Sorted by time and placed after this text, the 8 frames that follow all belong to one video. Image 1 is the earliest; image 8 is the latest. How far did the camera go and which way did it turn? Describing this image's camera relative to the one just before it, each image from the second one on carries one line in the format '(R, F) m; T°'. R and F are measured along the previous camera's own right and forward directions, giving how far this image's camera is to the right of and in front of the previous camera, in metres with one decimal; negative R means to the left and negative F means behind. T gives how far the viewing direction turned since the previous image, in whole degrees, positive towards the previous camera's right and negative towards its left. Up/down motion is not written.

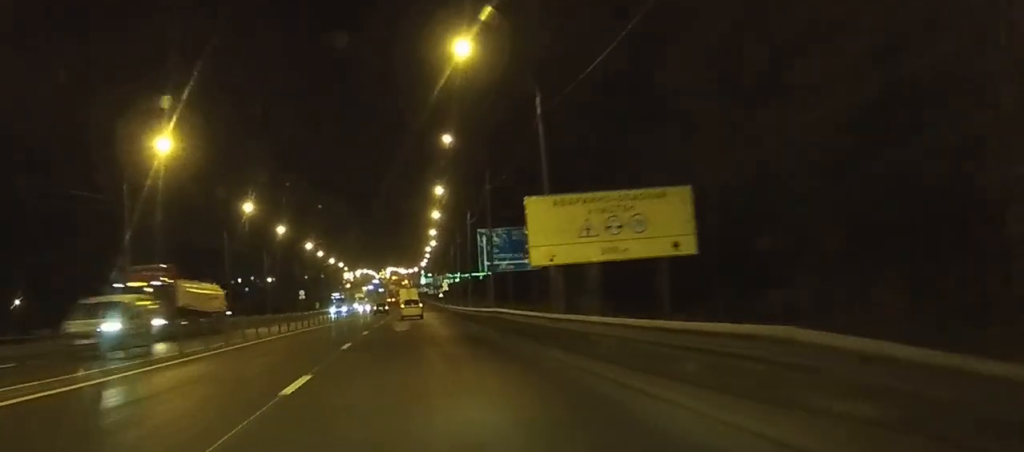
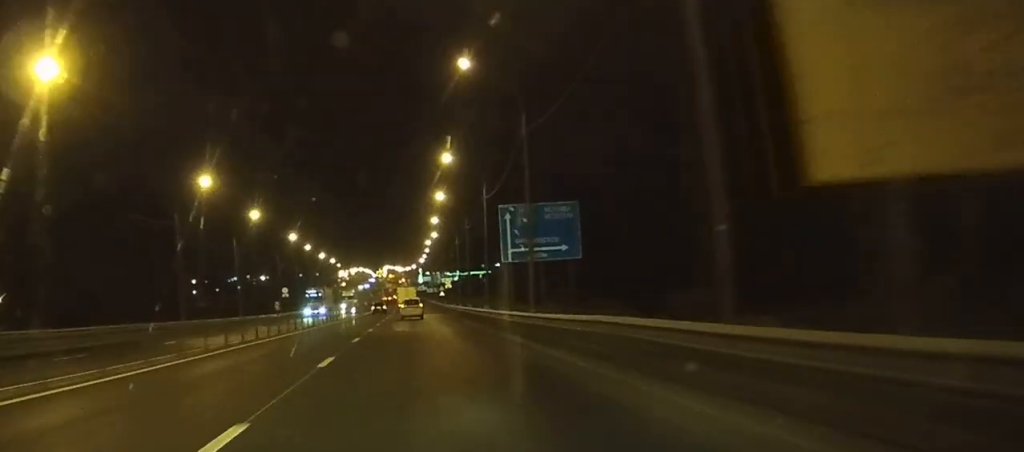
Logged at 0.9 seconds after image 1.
(+0.1, +17.7) m; +1°
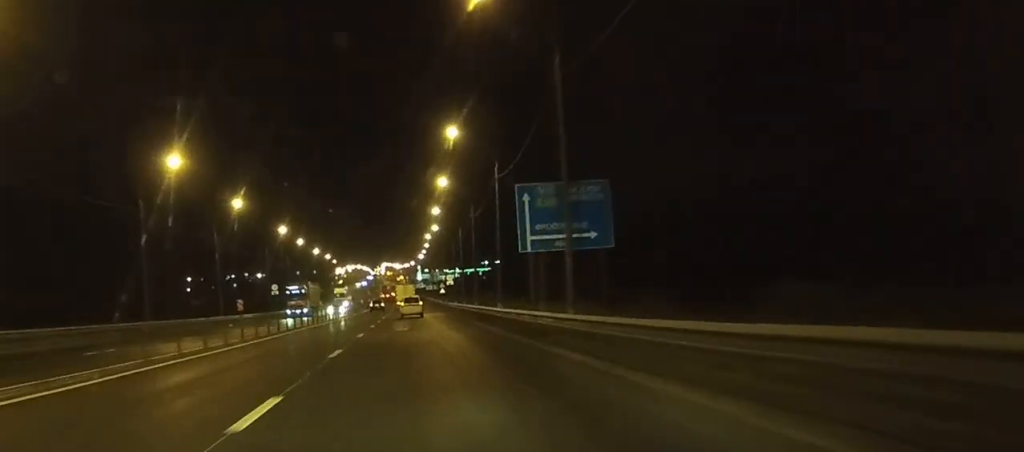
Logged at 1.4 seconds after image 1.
(+0.1, +8.8) m; 0°
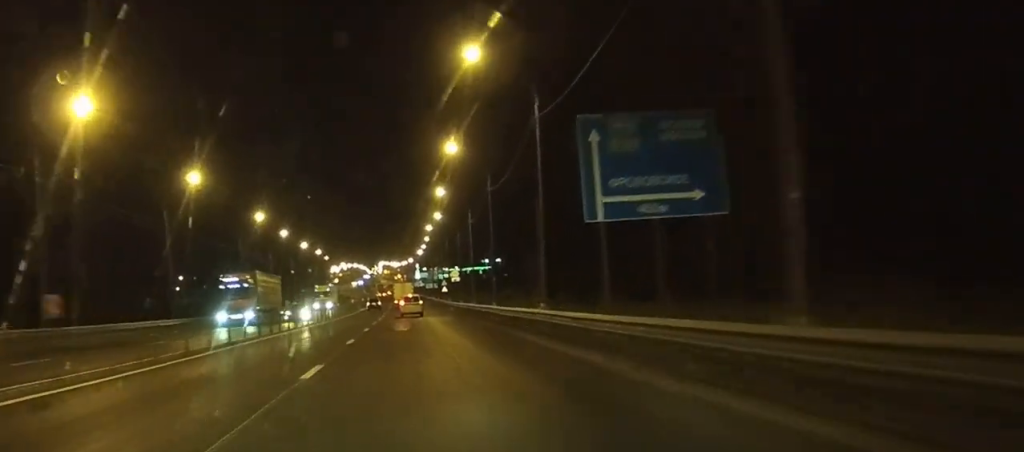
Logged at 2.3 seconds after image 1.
(+0.1, +17.0) m; 0°
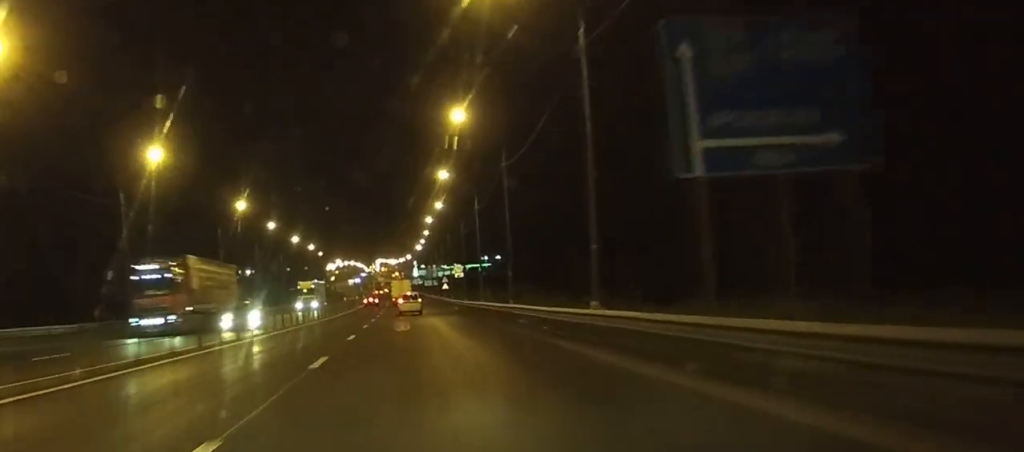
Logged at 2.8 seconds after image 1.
(0.0, +10.1) m; 0°
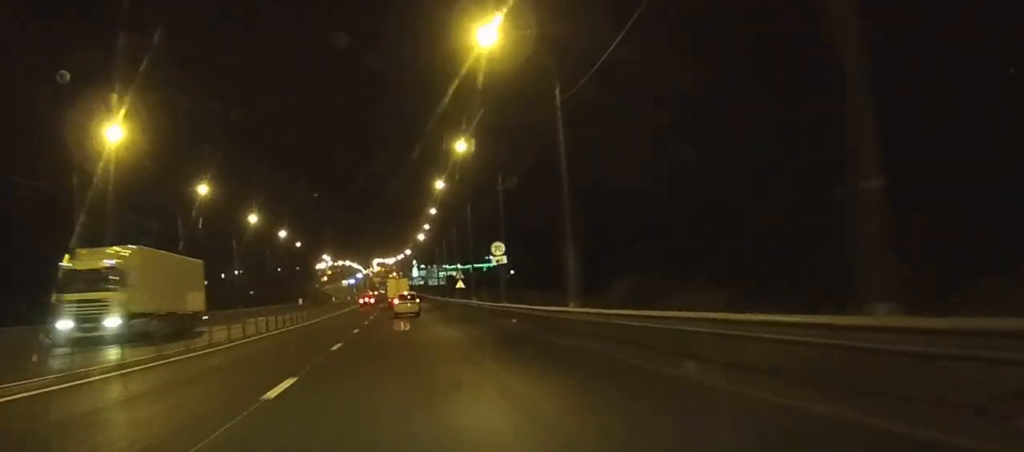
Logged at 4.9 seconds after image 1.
(-0.2, +39.6) m; -1°
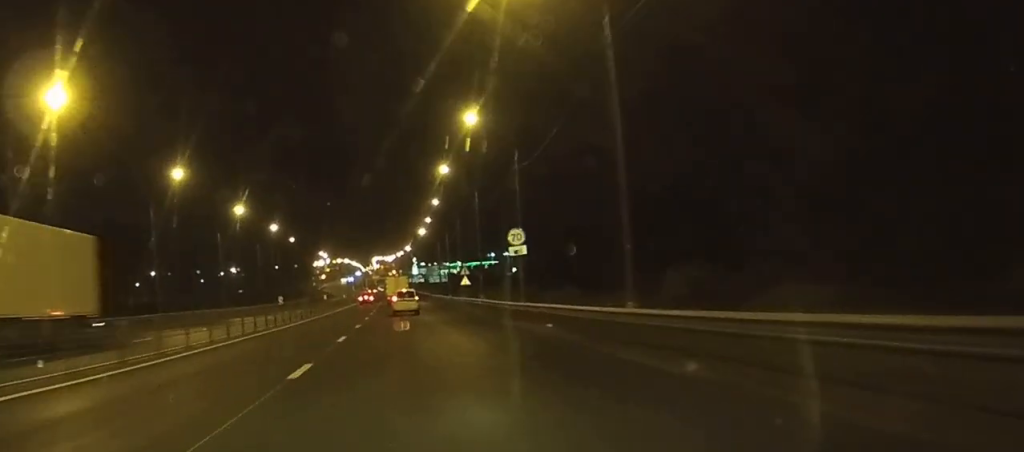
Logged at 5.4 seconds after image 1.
(0.0, +8.8) m; 0°
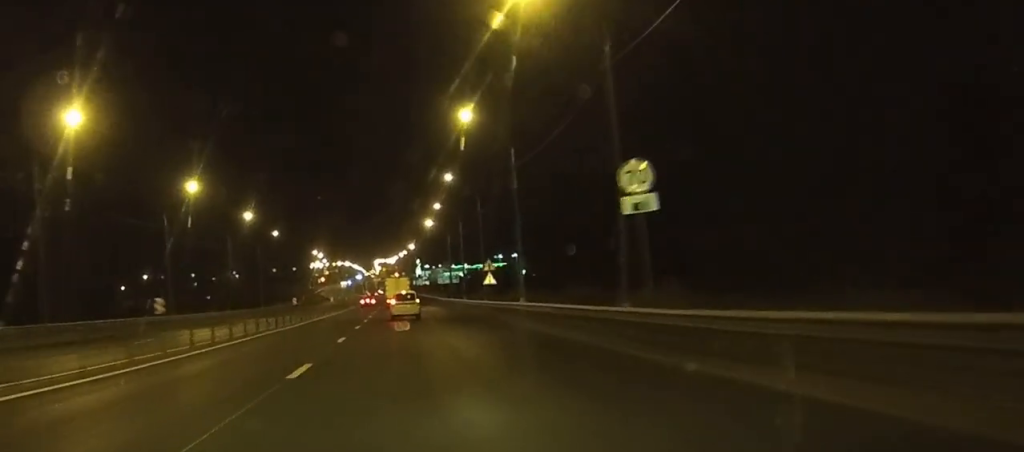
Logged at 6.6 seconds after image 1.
(0.0, +23.0) m; 0°
